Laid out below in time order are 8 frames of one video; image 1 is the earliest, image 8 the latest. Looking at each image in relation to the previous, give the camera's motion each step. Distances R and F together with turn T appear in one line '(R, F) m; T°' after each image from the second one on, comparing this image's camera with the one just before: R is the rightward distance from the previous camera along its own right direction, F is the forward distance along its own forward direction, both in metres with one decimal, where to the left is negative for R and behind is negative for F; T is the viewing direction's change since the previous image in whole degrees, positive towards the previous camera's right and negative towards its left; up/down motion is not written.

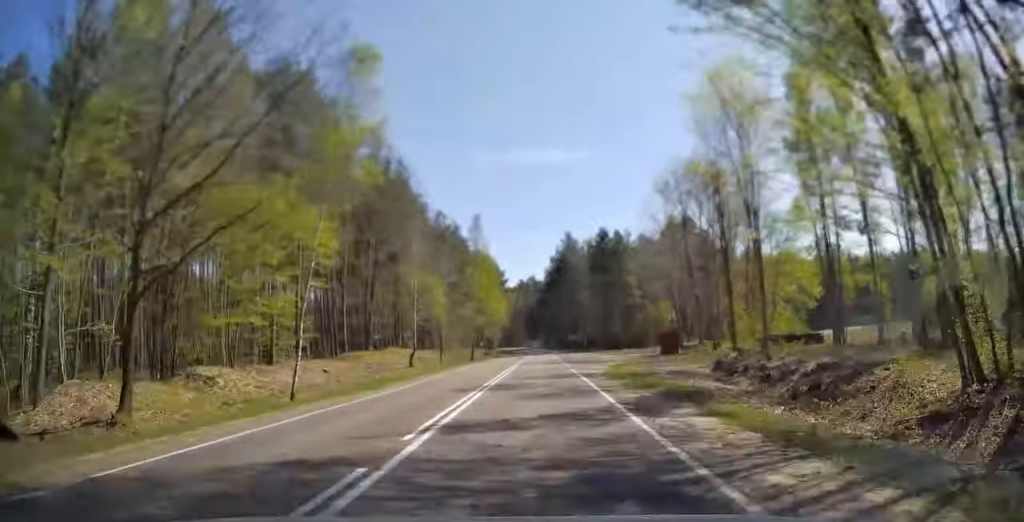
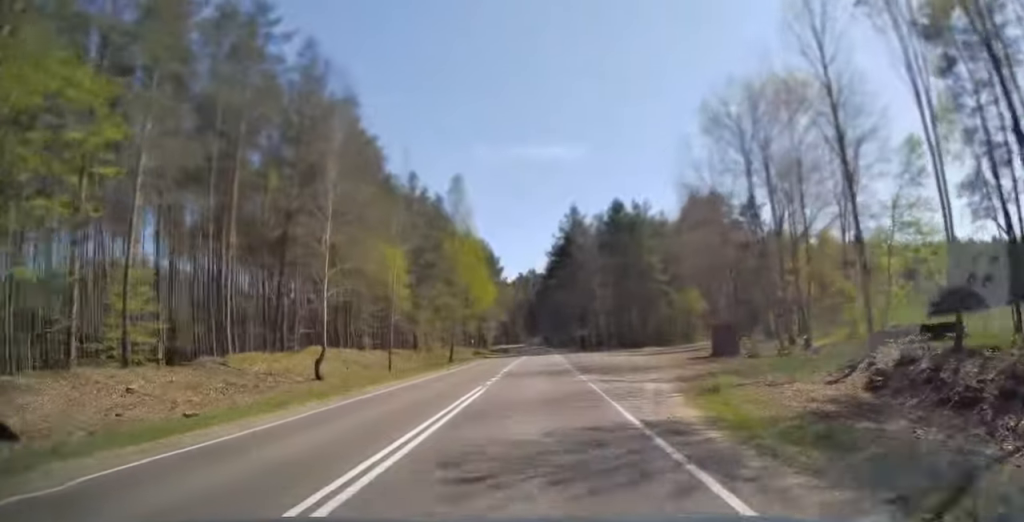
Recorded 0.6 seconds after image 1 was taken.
(-0.1, +17.3) m; 0°
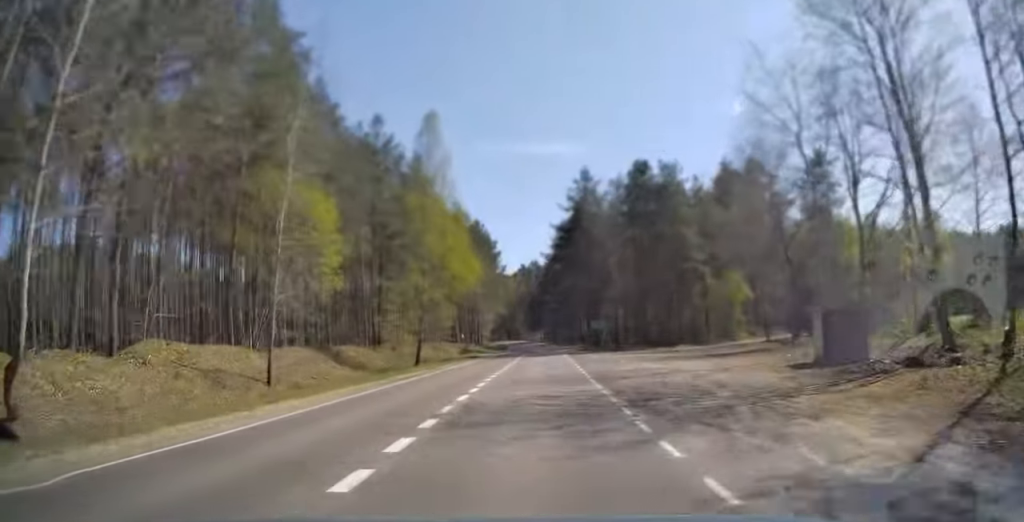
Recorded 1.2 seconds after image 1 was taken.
(0.0, +15.9) m; 0°
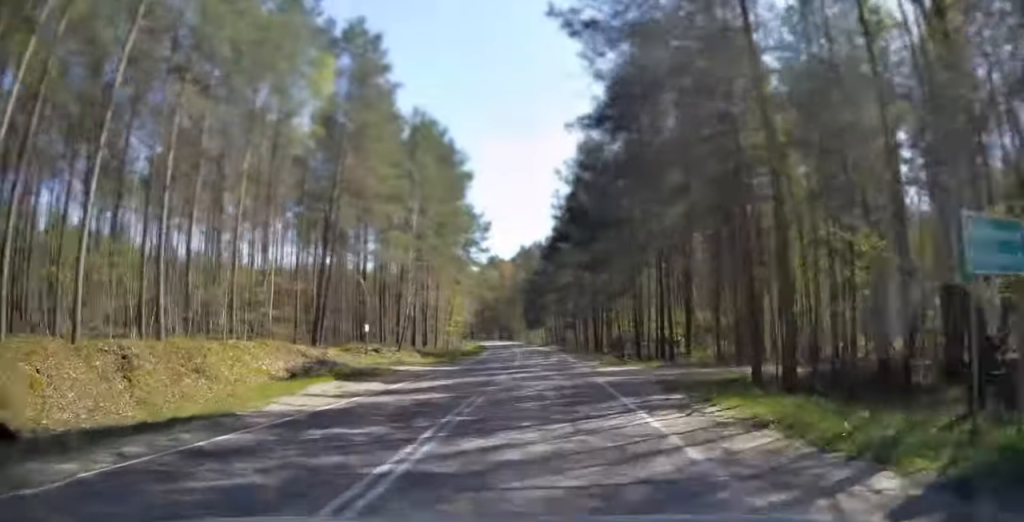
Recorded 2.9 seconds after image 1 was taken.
(-0.1, +49.3) m; 0°
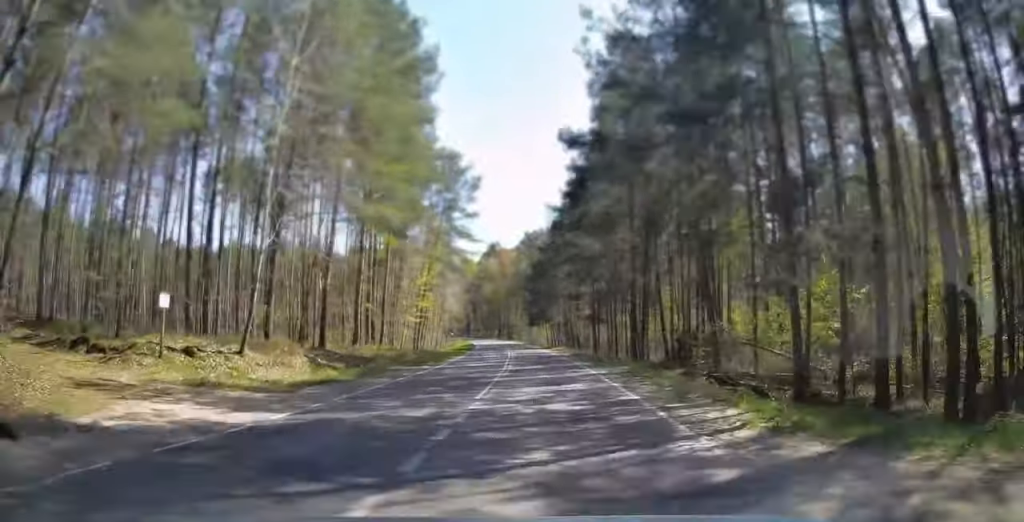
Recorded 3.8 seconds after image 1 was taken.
(0.0, +23.1) m; -1°
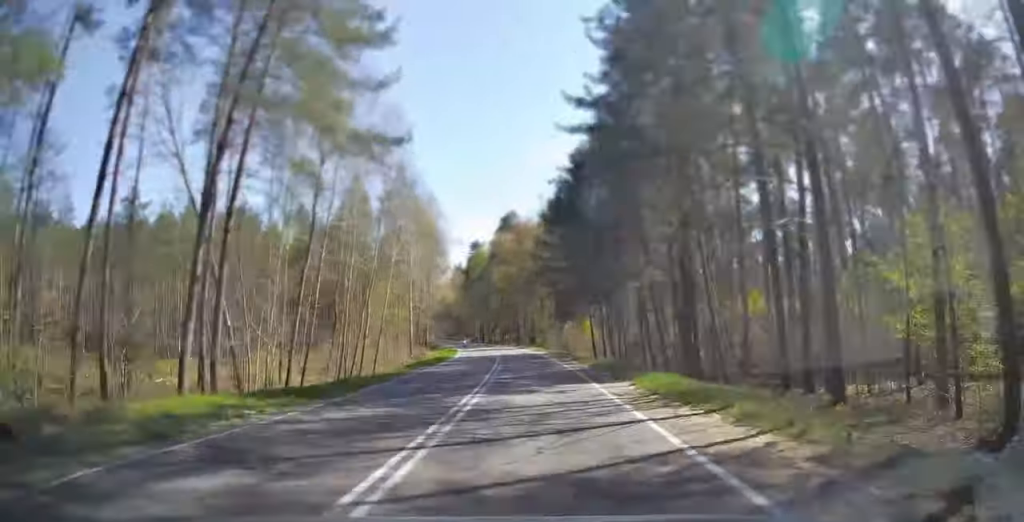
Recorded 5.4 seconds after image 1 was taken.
(-1.0, +44.3) m; -4°
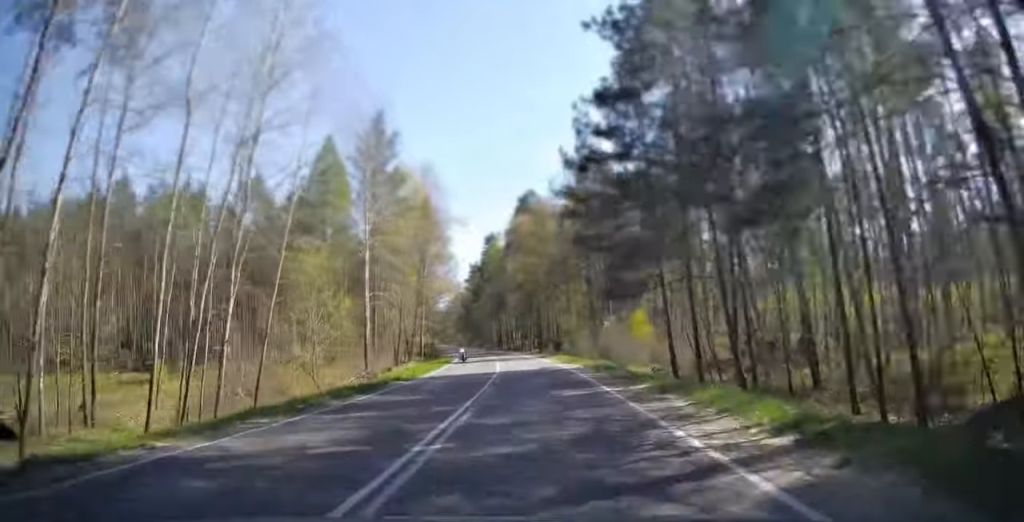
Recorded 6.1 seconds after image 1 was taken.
(-0.3, +20.7) m; -2°
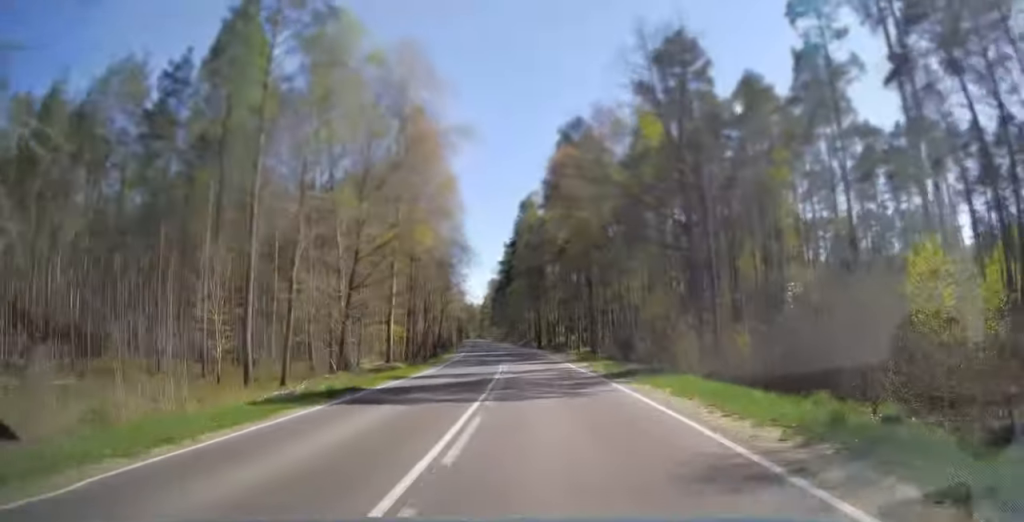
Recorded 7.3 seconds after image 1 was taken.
(-1.2, +31.2) m; -4°
